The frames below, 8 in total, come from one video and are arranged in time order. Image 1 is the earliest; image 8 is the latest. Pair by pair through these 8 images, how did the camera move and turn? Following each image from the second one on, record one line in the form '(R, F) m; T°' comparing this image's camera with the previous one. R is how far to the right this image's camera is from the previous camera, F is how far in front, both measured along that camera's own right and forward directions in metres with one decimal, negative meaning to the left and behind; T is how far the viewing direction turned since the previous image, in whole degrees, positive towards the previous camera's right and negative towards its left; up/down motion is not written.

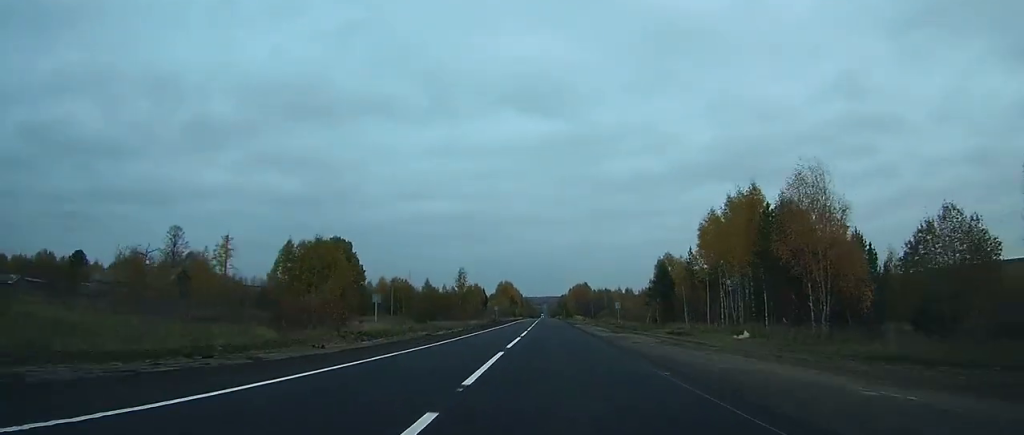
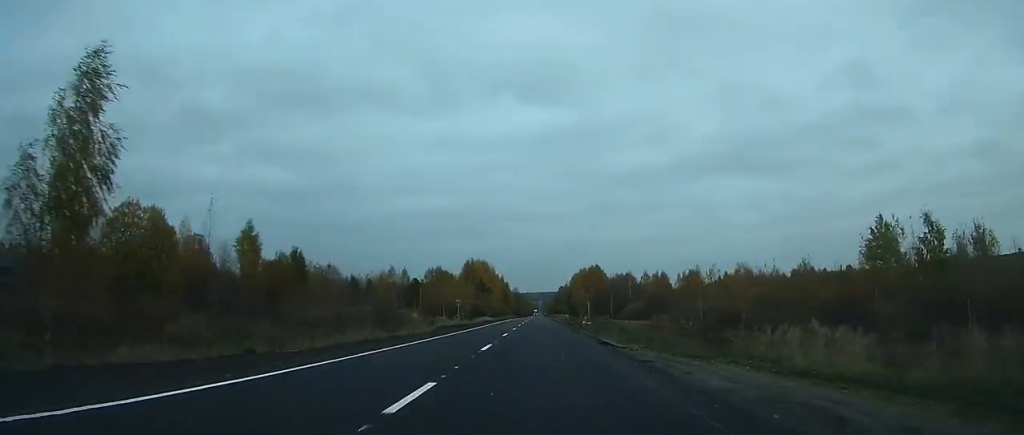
(-0.1, +111.0) m; 0°
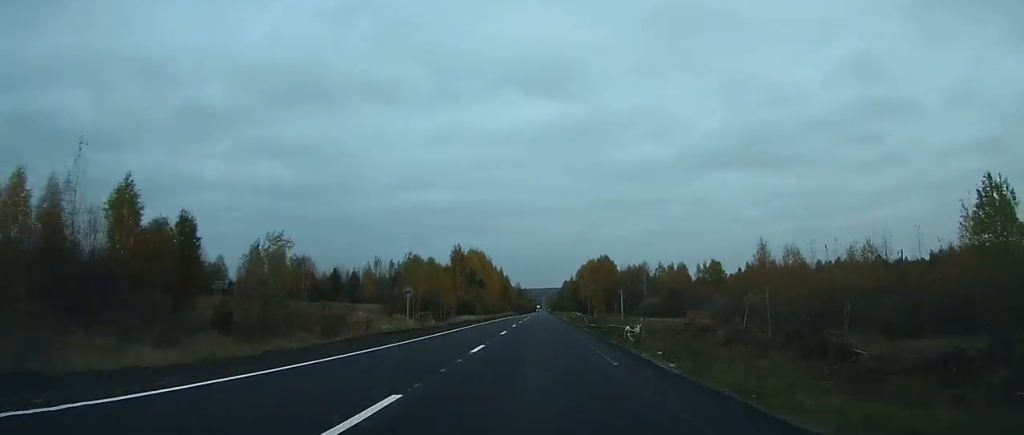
(-0.1, +26.4) m; 0°
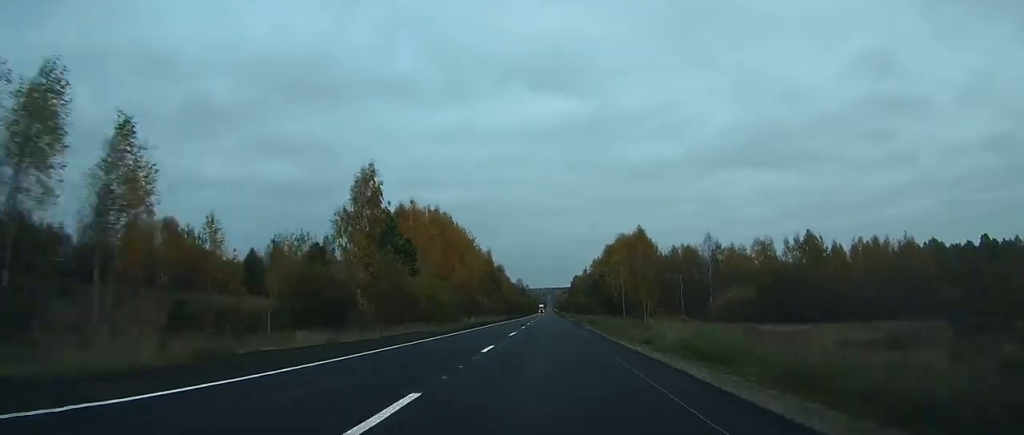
(-0.3, +72.2) m; 0°
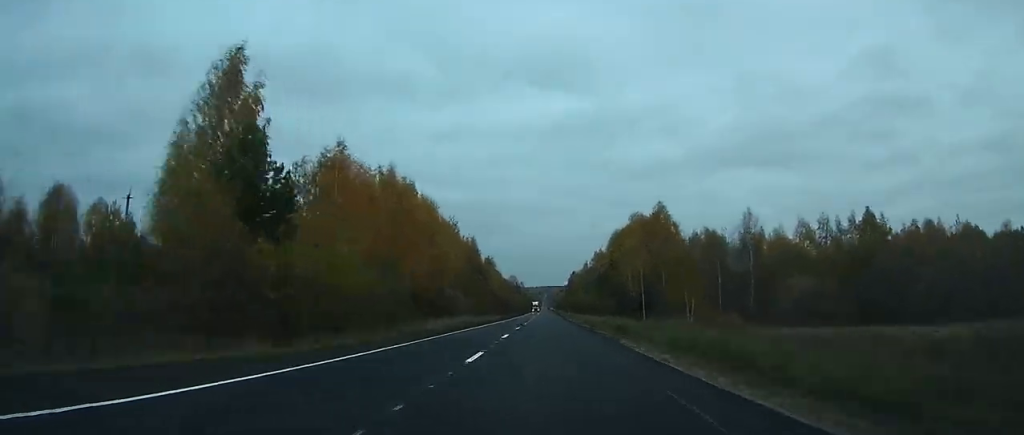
(+0.1, +26.3) m; 0°
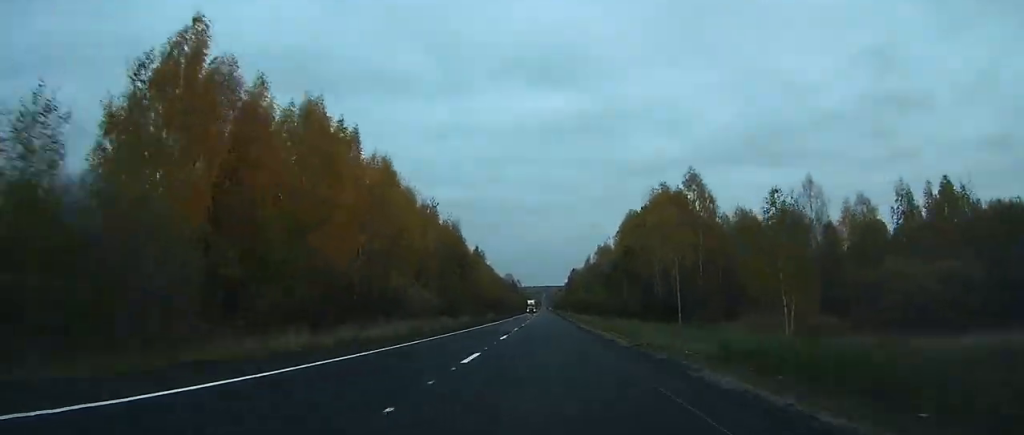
(0.0, +23.0) m; 0°
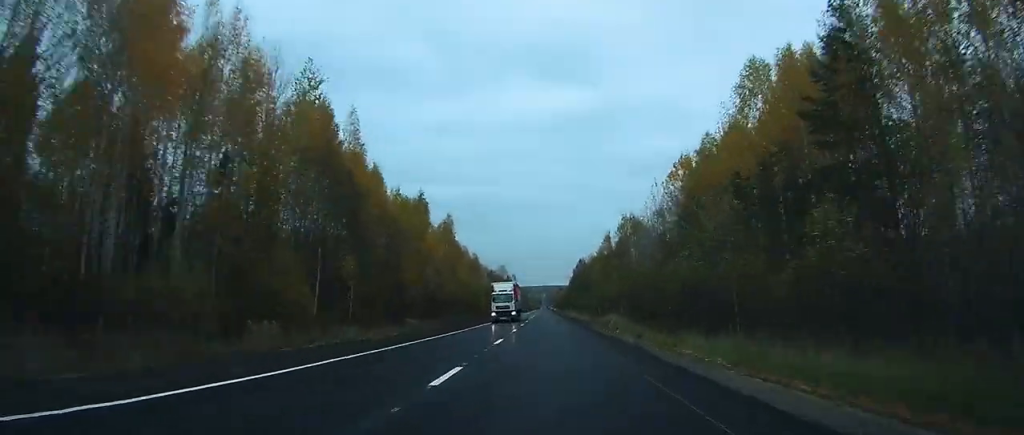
(+0.2, +61.6) m; -2°
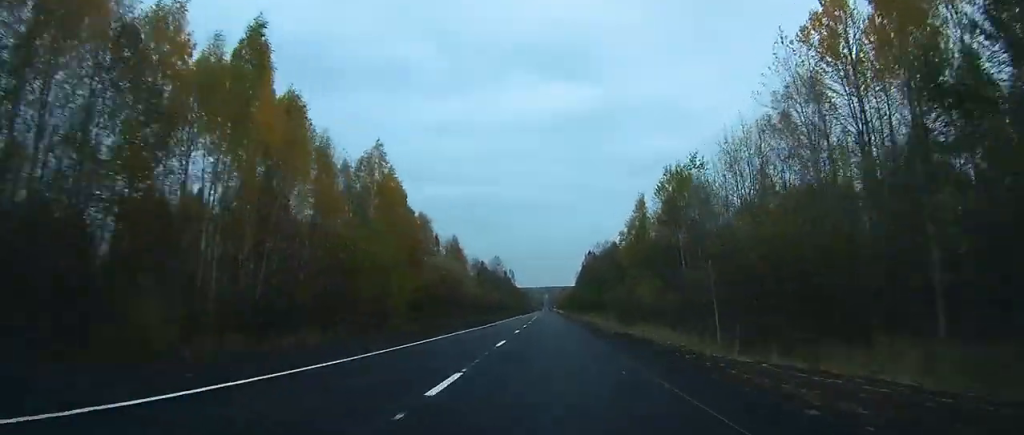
(-0.9, +49.3) m; -4°
